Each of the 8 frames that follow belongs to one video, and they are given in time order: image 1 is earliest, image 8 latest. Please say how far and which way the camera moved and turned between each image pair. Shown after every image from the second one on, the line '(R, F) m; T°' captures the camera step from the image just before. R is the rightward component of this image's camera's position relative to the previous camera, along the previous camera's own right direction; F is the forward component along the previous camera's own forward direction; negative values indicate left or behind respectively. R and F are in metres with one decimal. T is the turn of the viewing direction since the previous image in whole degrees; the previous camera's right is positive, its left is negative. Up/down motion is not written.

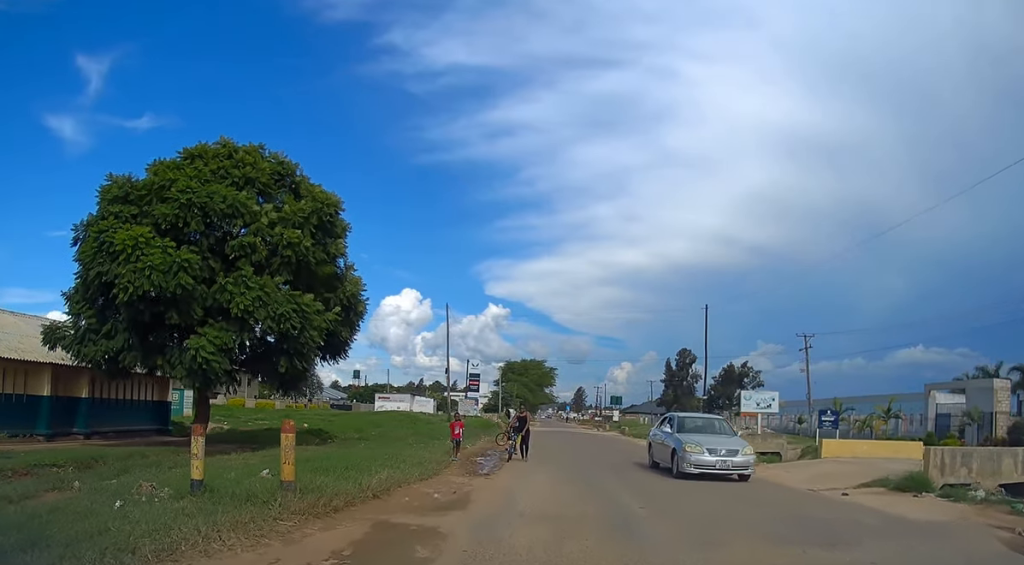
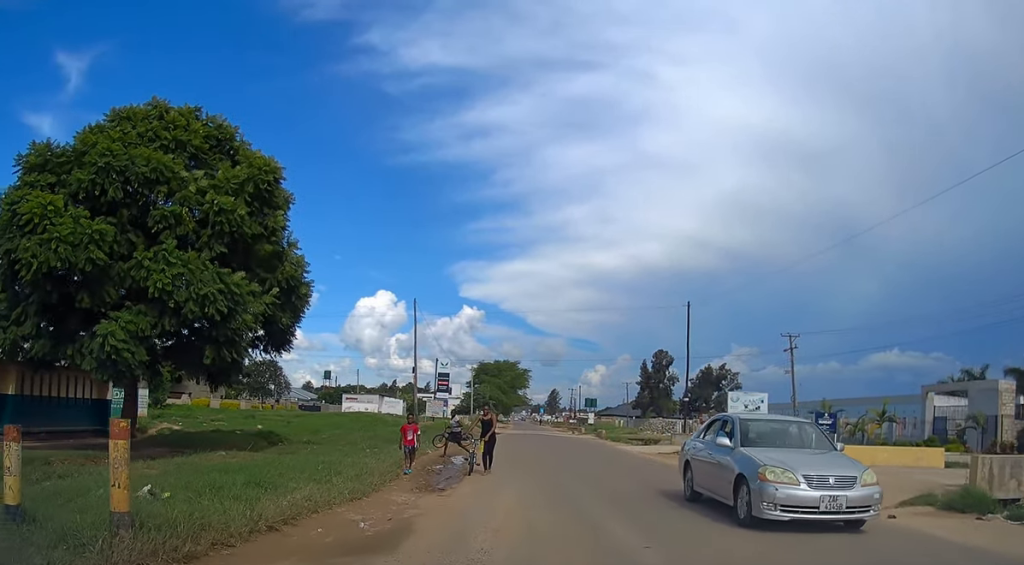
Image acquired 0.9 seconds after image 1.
(0.0, +3.3) m; 0°
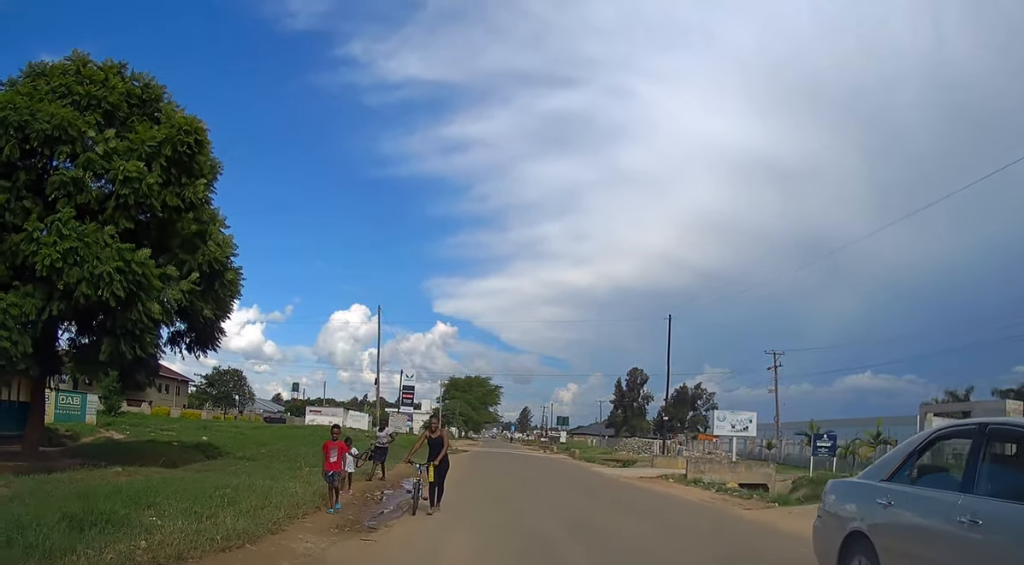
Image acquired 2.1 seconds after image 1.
(0.0, +3.3) m; +1°
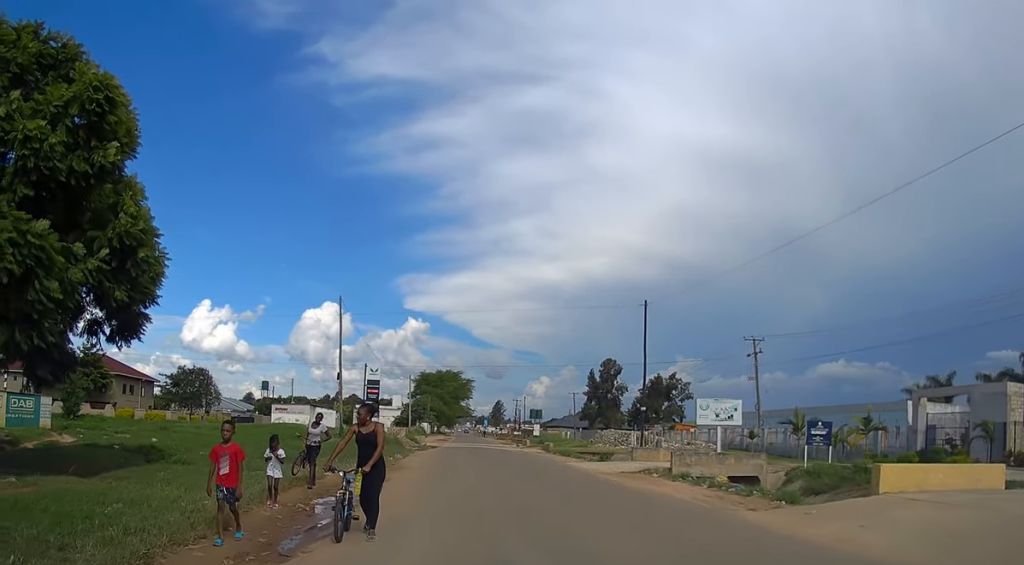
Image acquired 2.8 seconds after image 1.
(0.0, +2.2) m; +2°
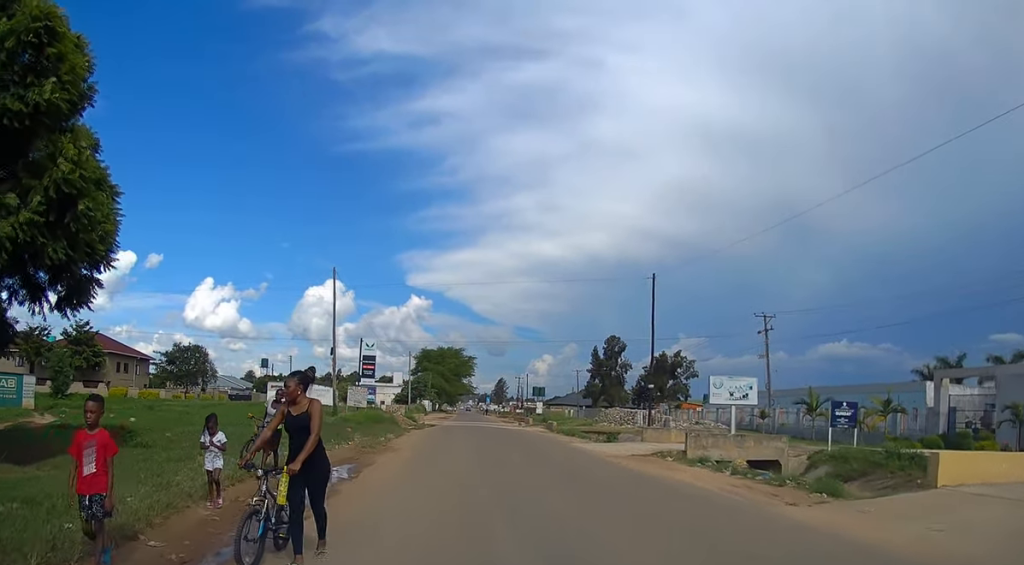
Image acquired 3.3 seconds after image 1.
(0.0, +2.0) m; 0°
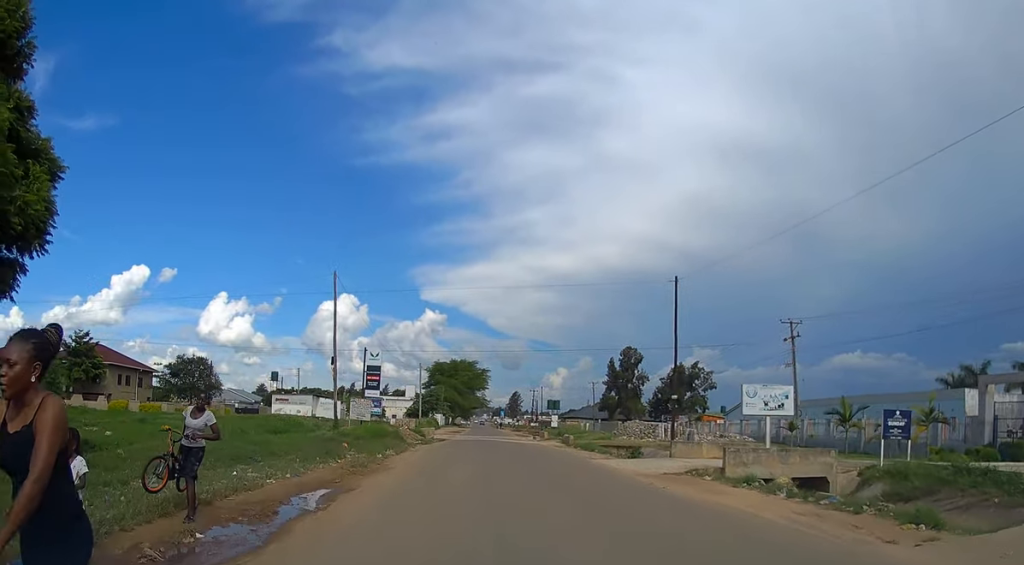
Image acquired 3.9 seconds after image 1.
(+0.1, +2.5) m; 0°
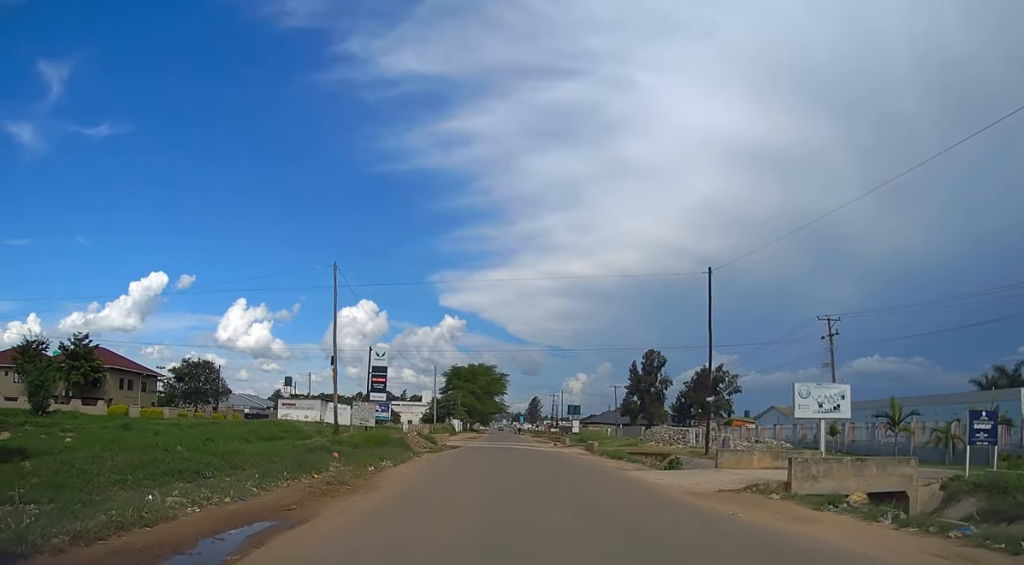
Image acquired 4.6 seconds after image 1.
(-0.1, +3.5) m; -1°
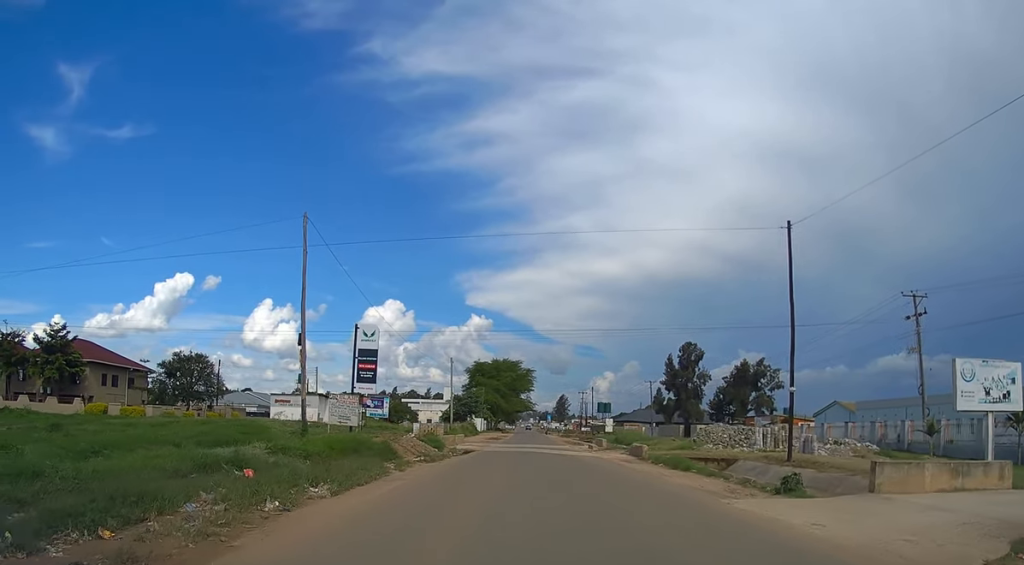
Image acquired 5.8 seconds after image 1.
(-0.2, +8.3) m; -3°
